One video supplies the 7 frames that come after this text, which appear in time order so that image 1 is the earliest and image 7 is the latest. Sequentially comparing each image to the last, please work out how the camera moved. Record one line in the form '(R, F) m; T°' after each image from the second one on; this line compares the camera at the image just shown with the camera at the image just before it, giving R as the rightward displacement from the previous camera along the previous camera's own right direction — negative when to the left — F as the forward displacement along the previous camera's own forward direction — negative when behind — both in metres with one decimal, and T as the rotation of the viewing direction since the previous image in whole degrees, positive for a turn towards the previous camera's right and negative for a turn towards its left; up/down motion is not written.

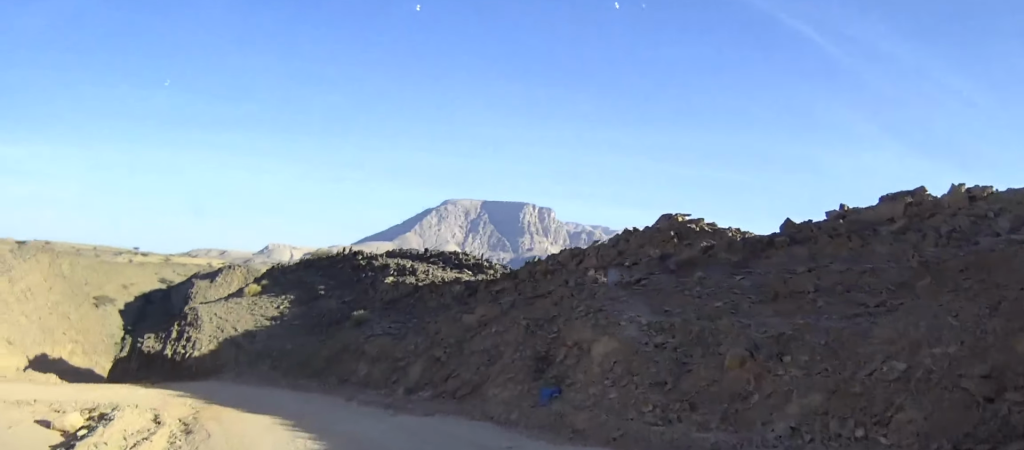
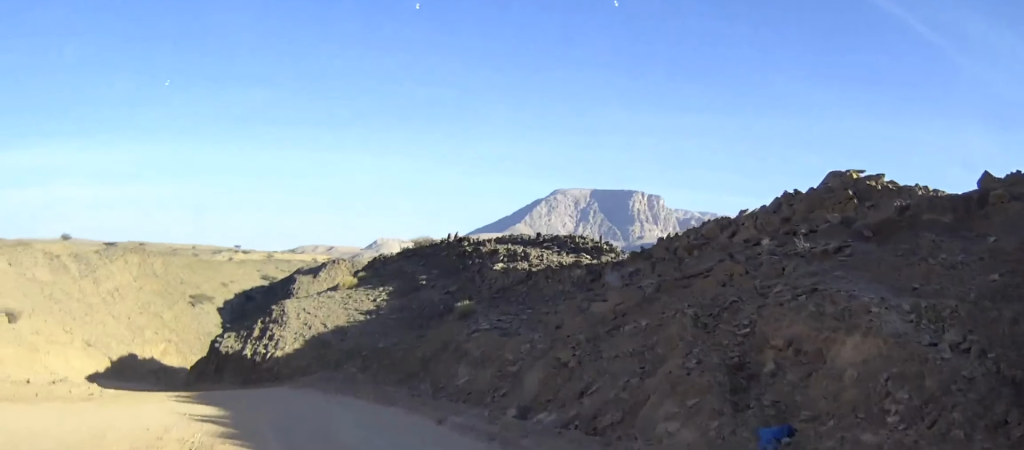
(-0.3, +5.2) m; -9°
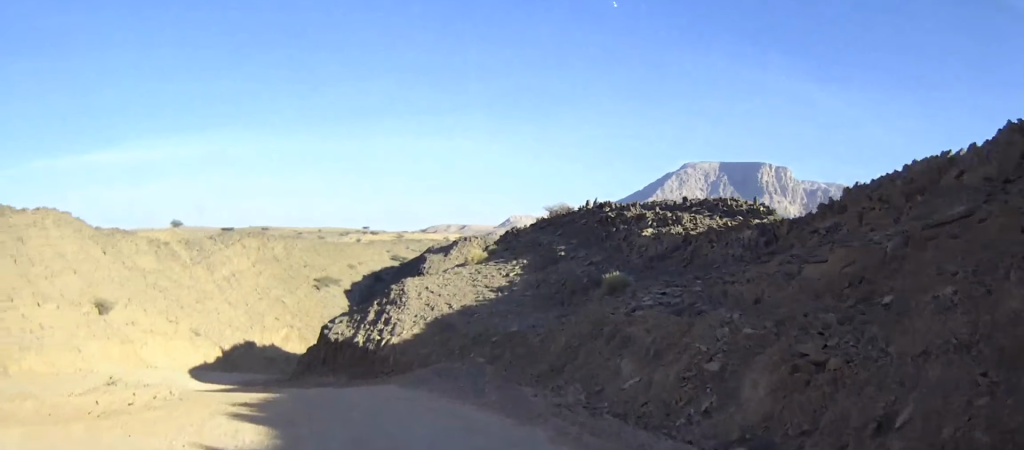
(-0.4, +5.1) m; -9°
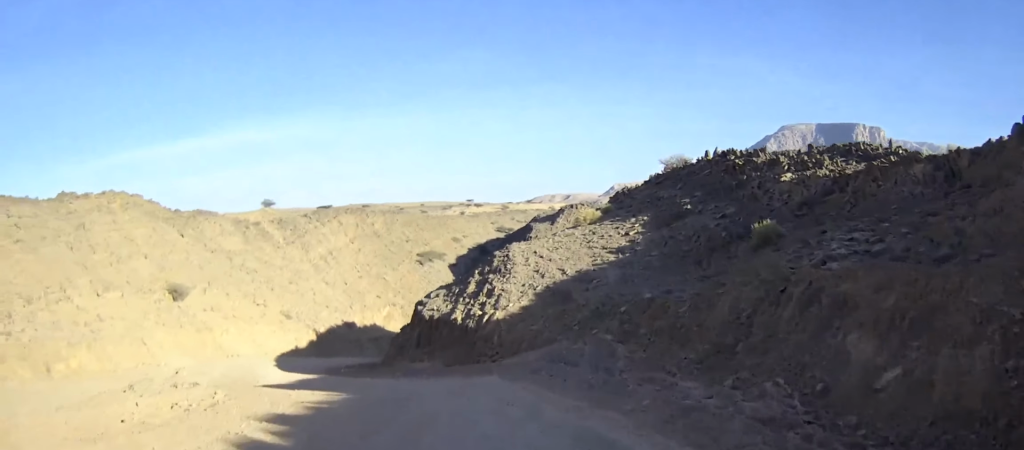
(-0.5, +5.3) m; -9°
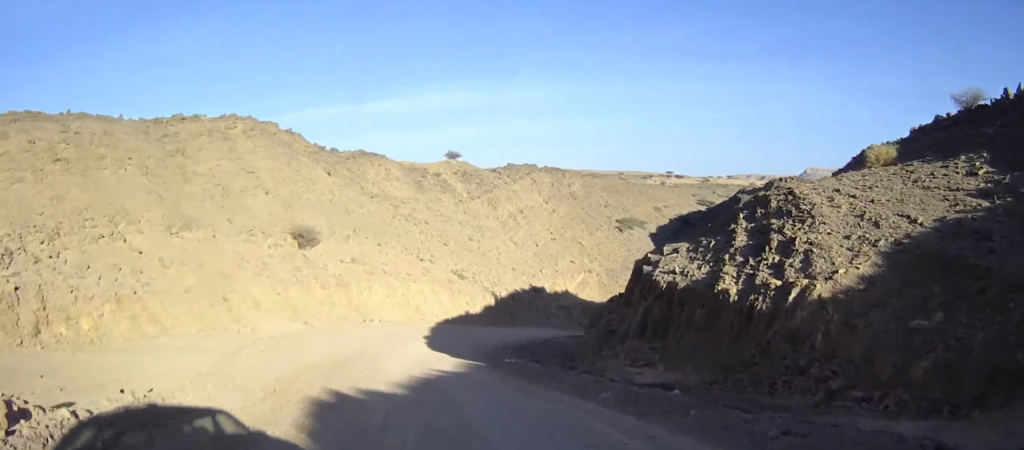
(-2.4, +14.5) m; -17°
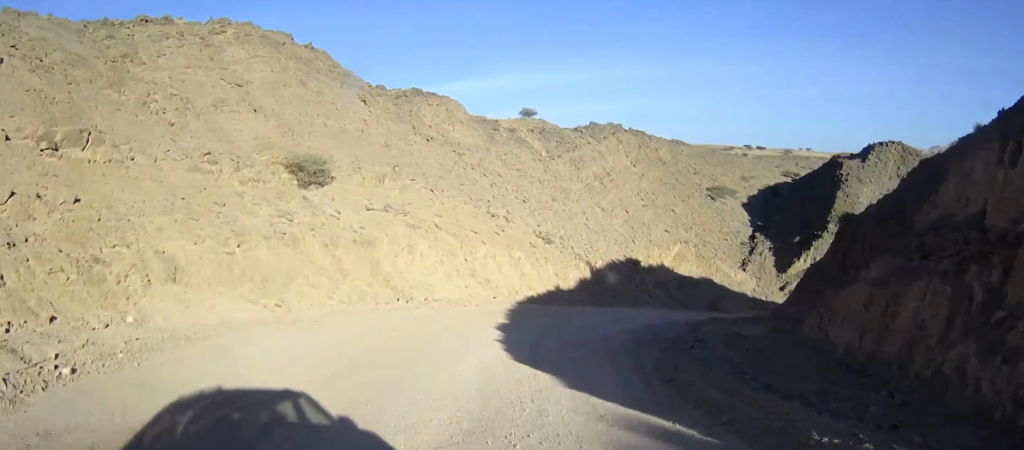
(-1.7, +18.4) m; -6°
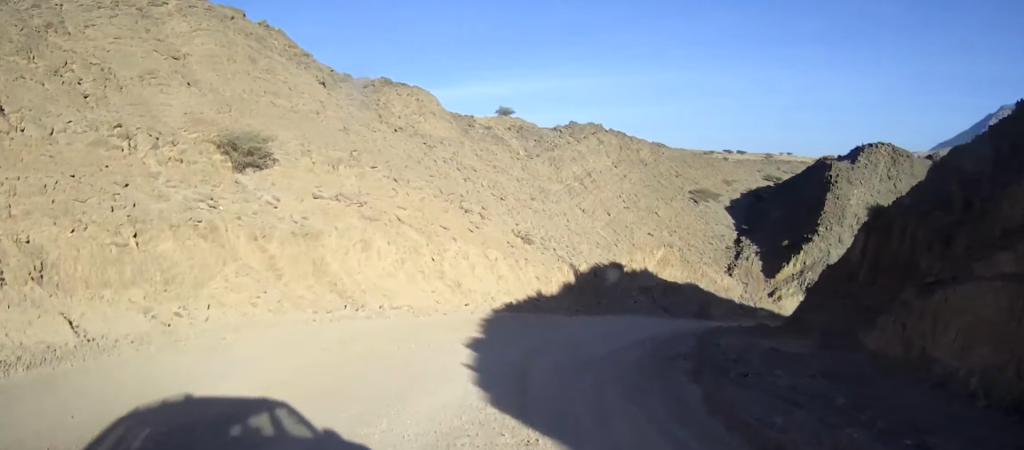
(0.0, +6.1) m; +2°
